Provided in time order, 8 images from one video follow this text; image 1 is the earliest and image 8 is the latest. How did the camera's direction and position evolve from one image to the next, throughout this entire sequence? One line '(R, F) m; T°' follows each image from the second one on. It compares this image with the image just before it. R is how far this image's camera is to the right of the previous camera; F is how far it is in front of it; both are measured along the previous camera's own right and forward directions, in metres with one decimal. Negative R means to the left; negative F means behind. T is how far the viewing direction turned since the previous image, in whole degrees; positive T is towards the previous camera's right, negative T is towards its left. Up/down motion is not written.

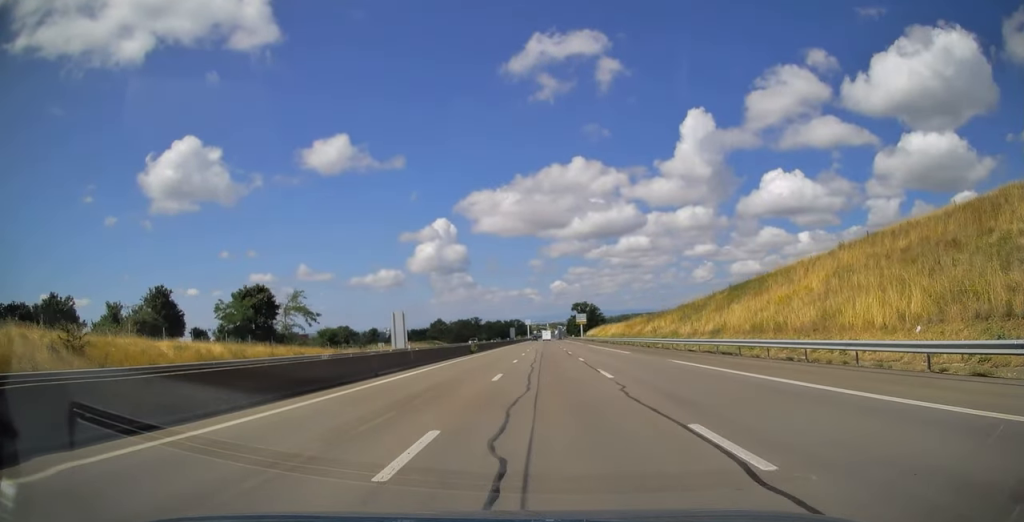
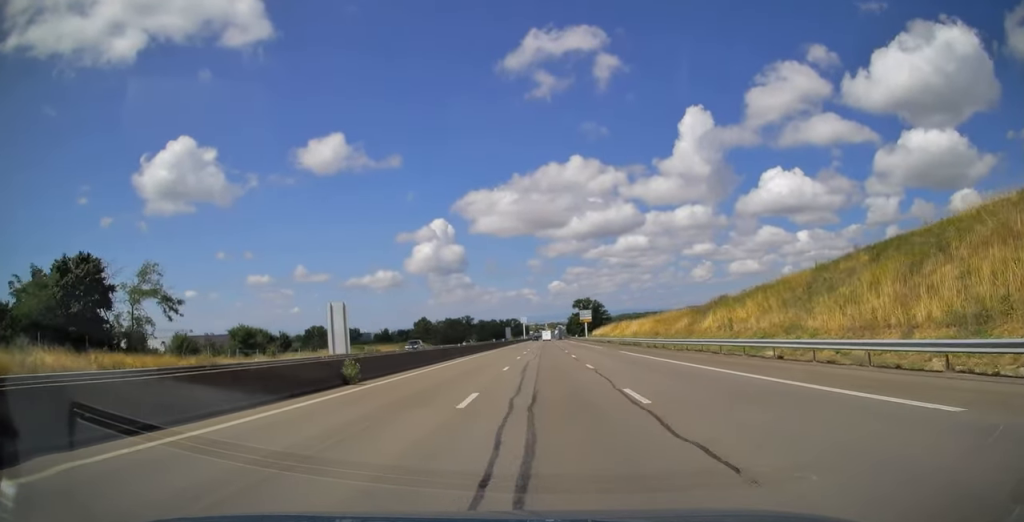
(0.0, +32.8) m; 0°
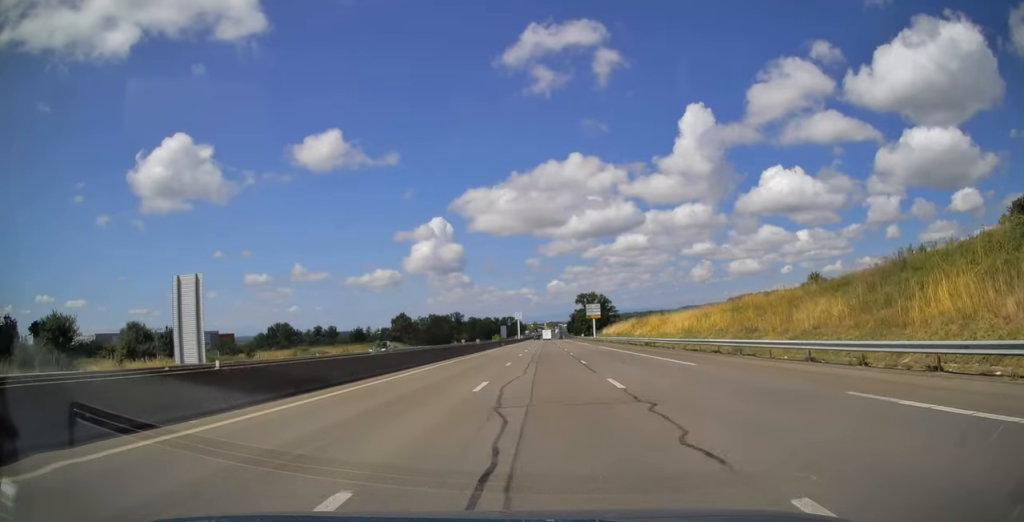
(0.0, +35.6) m; 0°
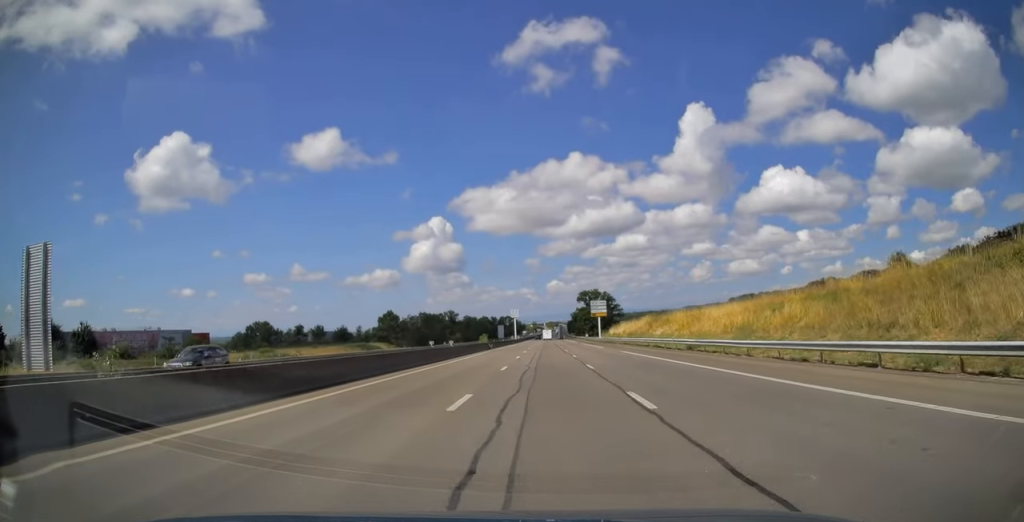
(0.0, +16.9) m; 0°
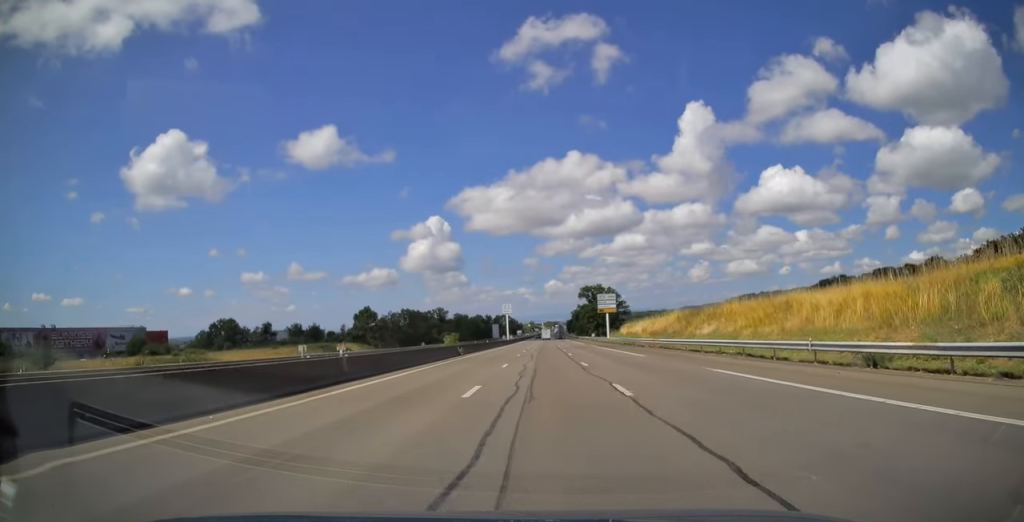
(0.0, +23.5) m; 0°
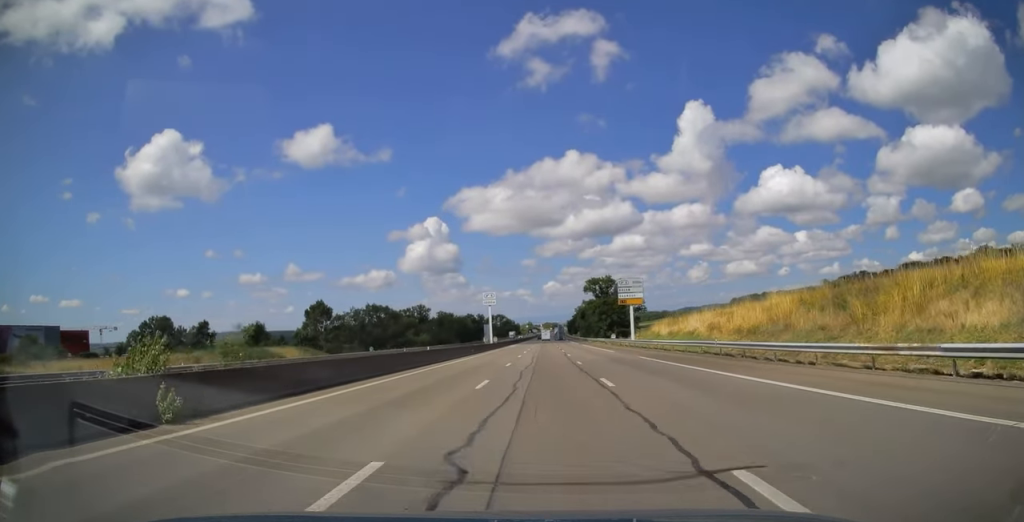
(+0.1, +36.0) m; 0°
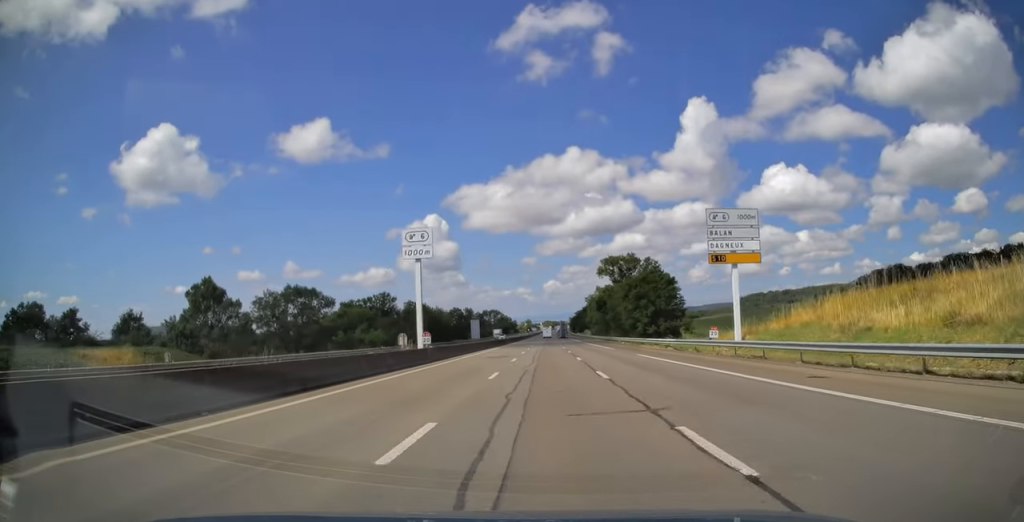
(-0.1, +48.9) m; 0°
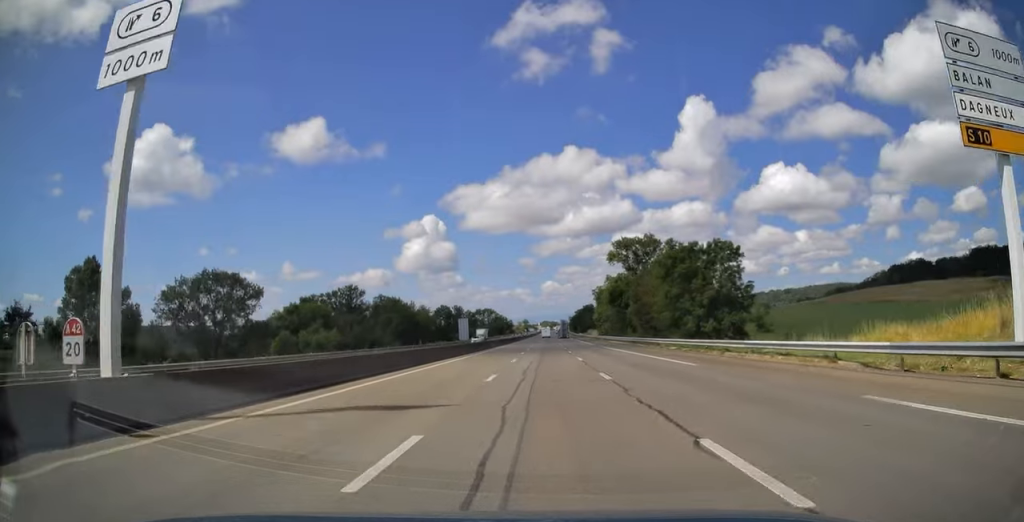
(+0.2, +27.1) m; 0°
